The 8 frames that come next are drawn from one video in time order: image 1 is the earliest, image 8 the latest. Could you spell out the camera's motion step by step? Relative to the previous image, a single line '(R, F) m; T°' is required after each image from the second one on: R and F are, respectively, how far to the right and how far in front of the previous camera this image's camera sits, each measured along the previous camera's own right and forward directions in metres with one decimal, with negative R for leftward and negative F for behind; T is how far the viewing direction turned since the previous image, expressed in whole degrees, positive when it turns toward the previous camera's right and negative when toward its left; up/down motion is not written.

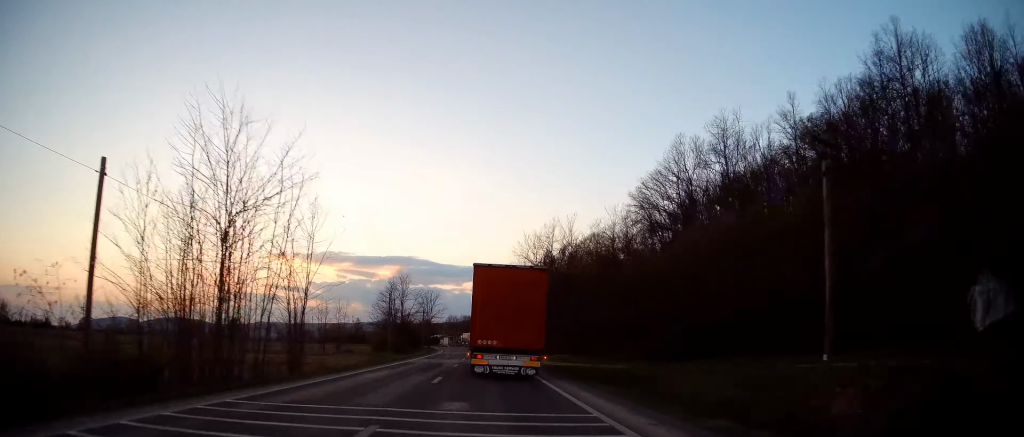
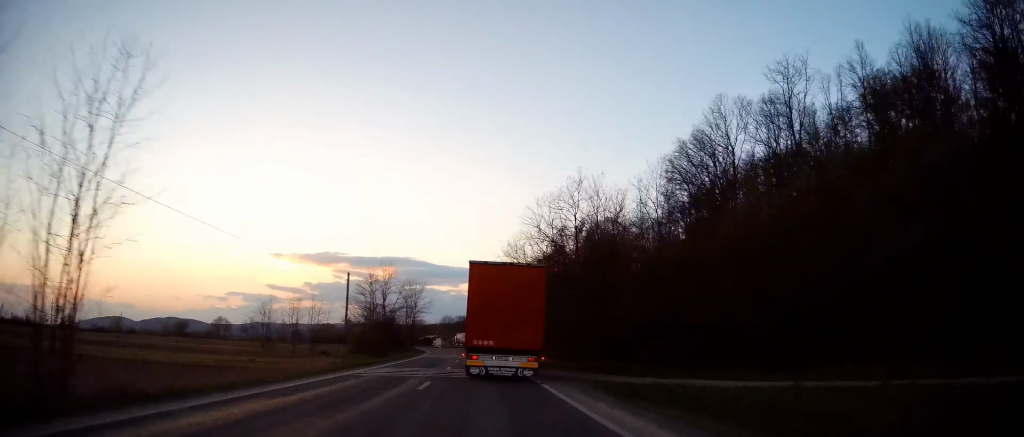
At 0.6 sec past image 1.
(-0.1, +14.0) m; 0°
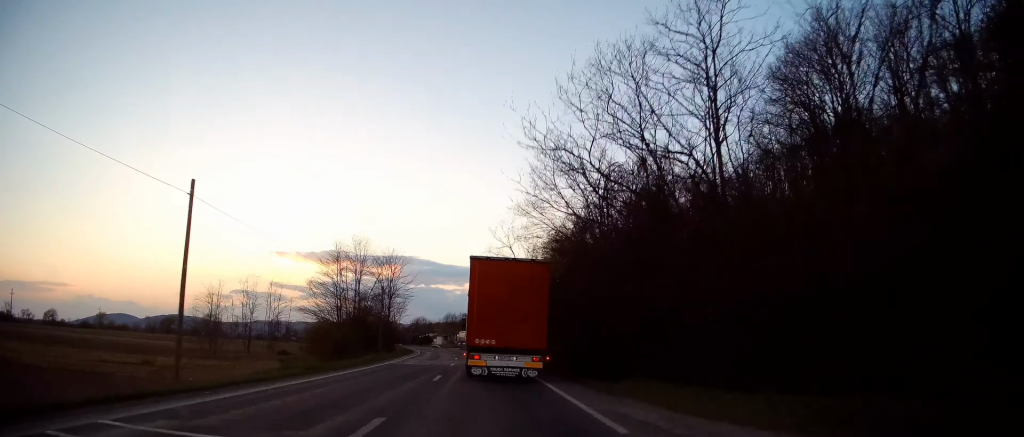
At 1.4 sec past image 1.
(-0.1, +20.3) m; 0°
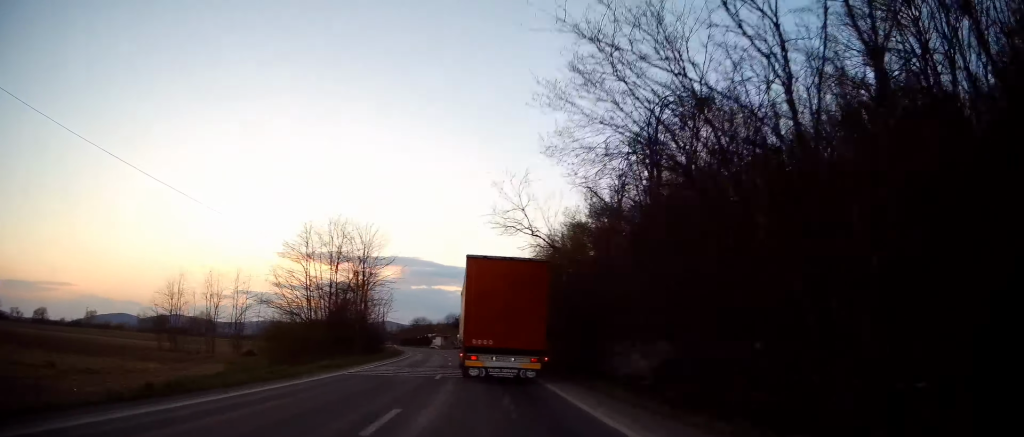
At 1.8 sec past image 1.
(+0.2, +10.4) m; 0°
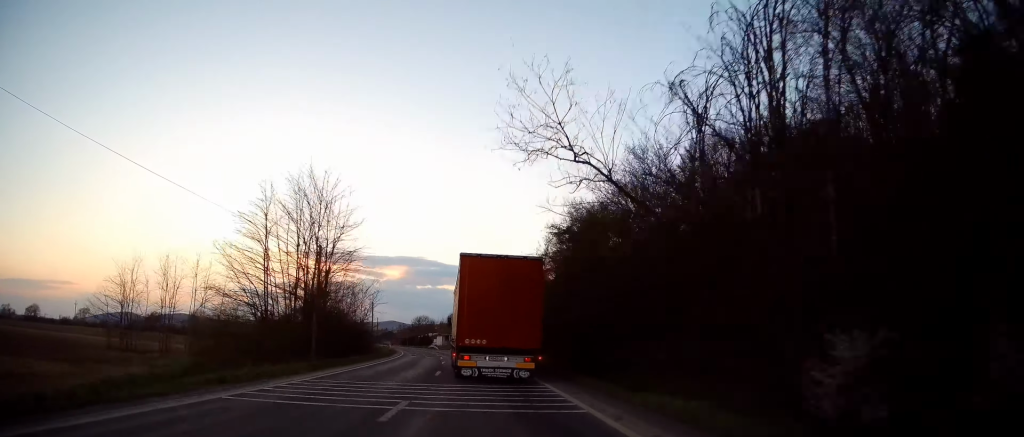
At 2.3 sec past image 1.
(+0.1, +10.4) m; 0°
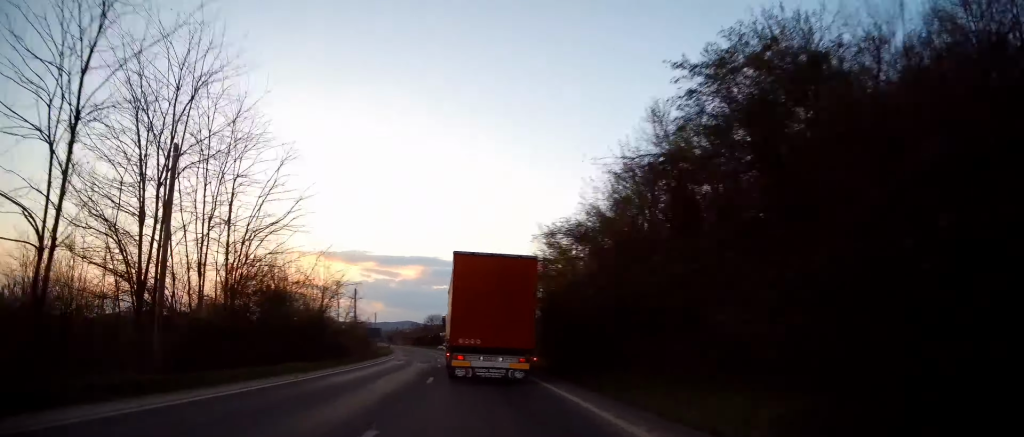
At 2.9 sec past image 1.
(-0.4, +15.8) m; -1°
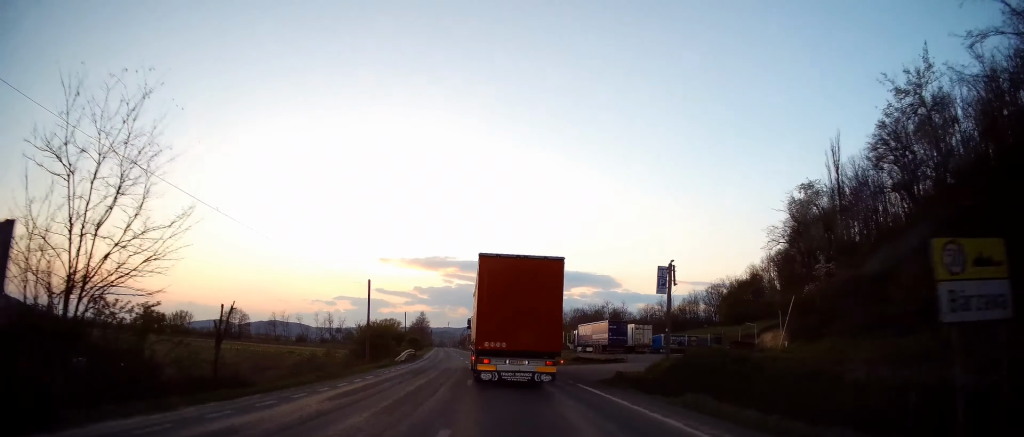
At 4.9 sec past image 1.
(-2.0, +46.5) m; -7°
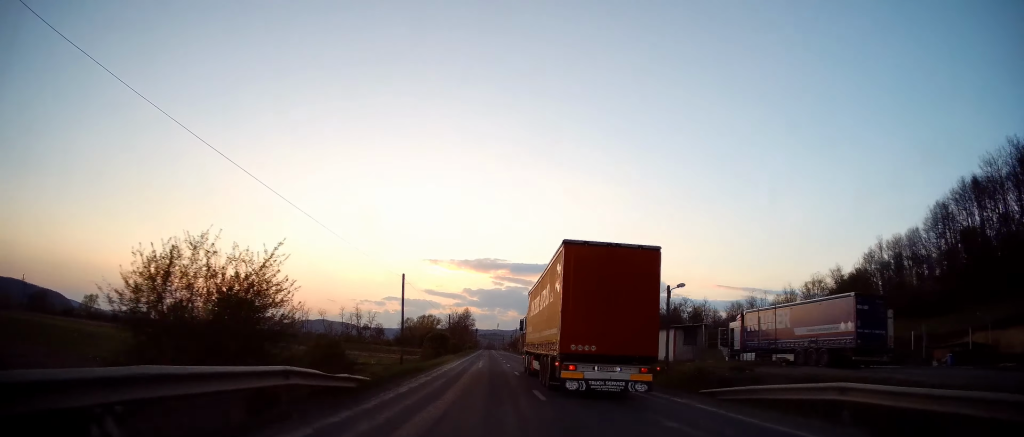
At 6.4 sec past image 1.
(-2.1, +37.8) m; -5°
